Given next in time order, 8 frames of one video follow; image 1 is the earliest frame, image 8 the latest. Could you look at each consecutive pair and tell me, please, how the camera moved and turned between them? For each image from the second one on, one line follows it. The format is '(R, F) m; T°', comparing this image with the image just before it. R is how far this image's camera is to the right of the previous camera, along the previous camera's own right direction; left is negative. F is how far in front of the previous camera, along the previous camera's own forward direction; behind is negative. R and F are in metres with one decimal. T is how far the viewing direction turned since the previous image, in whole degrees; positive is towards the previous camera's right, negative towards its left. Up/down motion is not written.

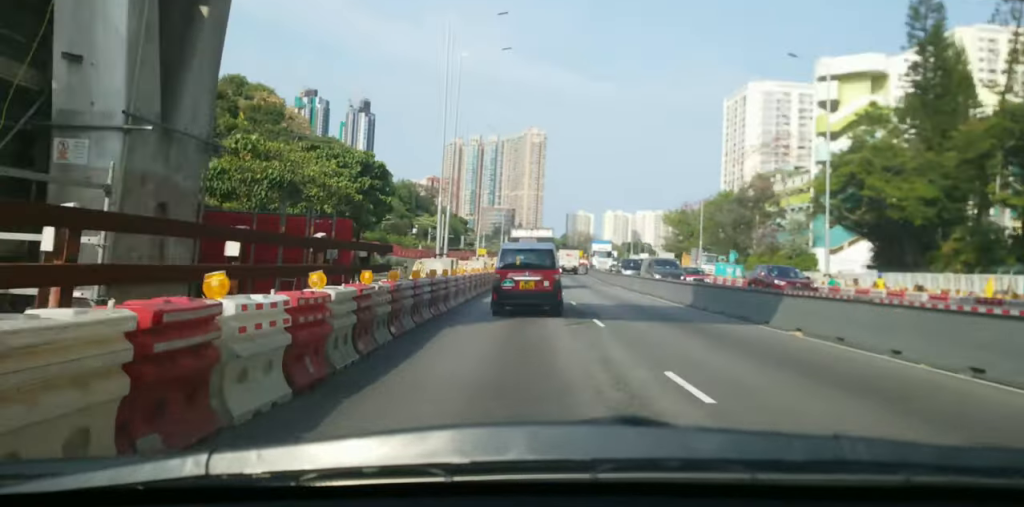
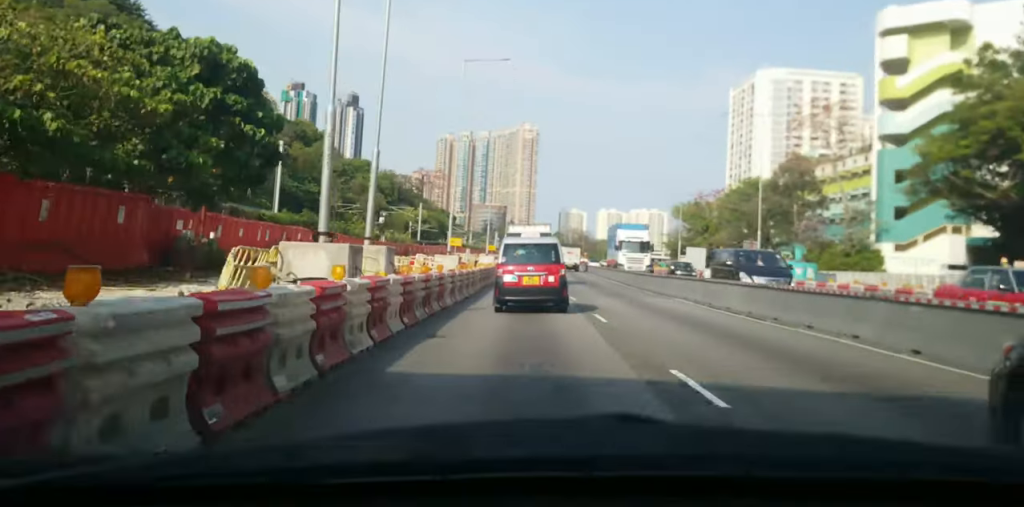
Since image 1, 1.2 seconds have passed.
(-0.2, +18.5) m; -2°
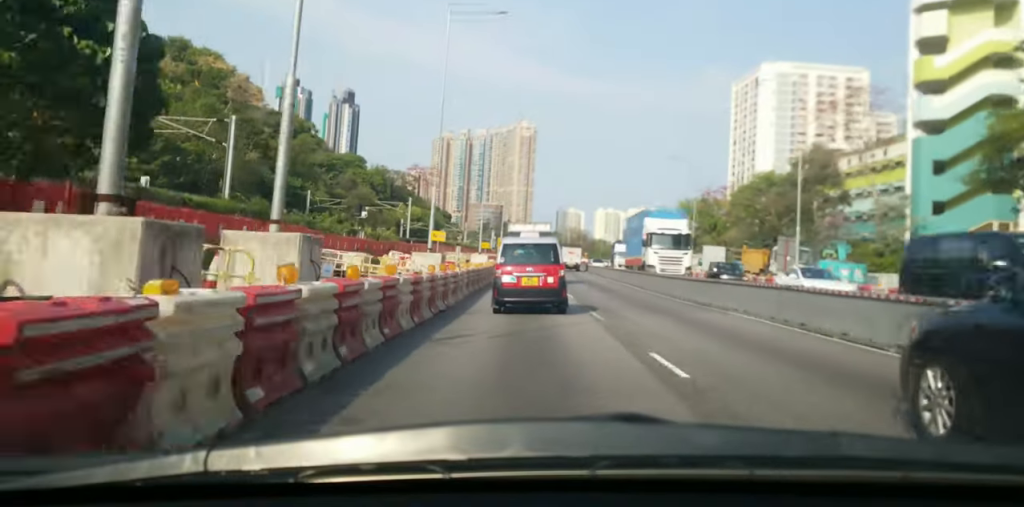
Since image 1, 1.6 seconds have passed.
(-0.1, +7.0) m; -1°
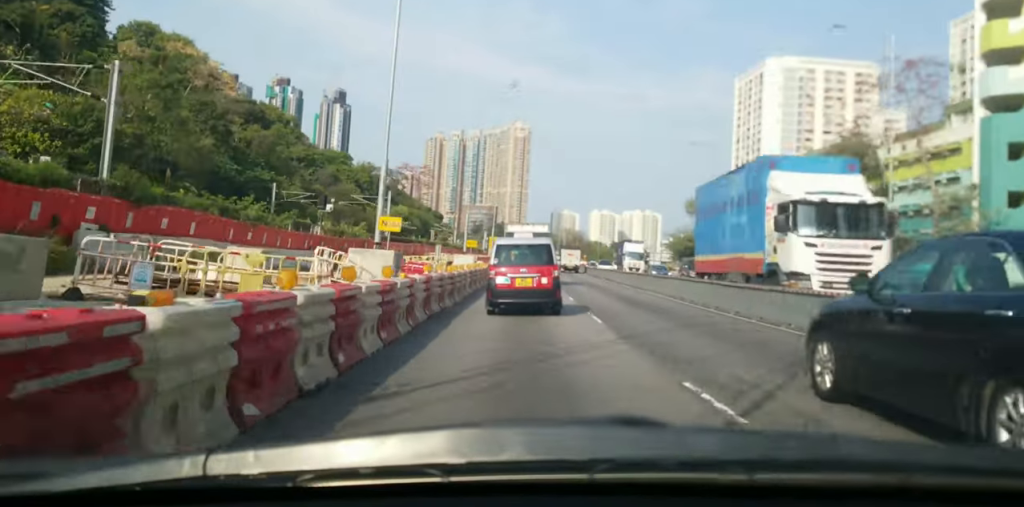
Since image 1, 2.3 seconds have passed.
(0.0, +11.3) m; +2°
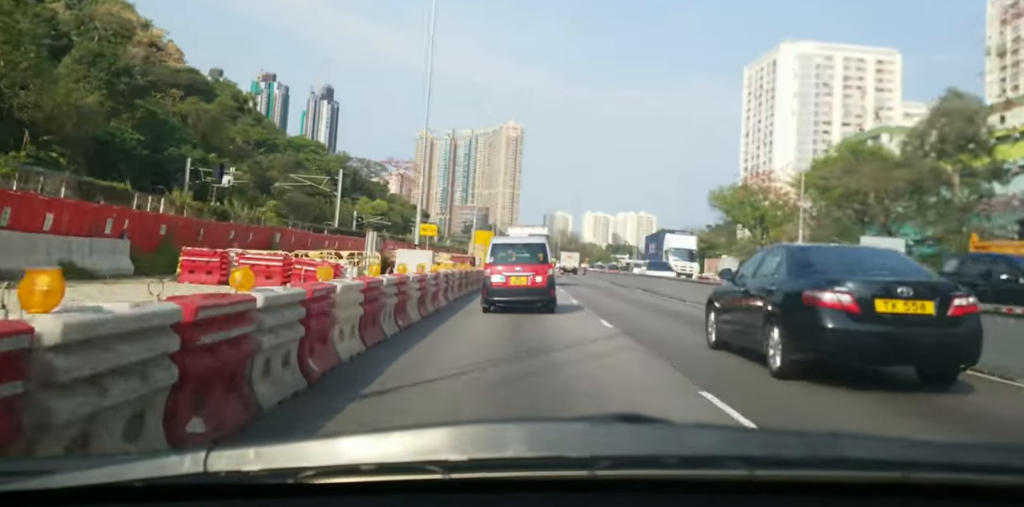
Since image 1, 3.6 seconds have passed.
(+0.8, +20.1) m; +3°
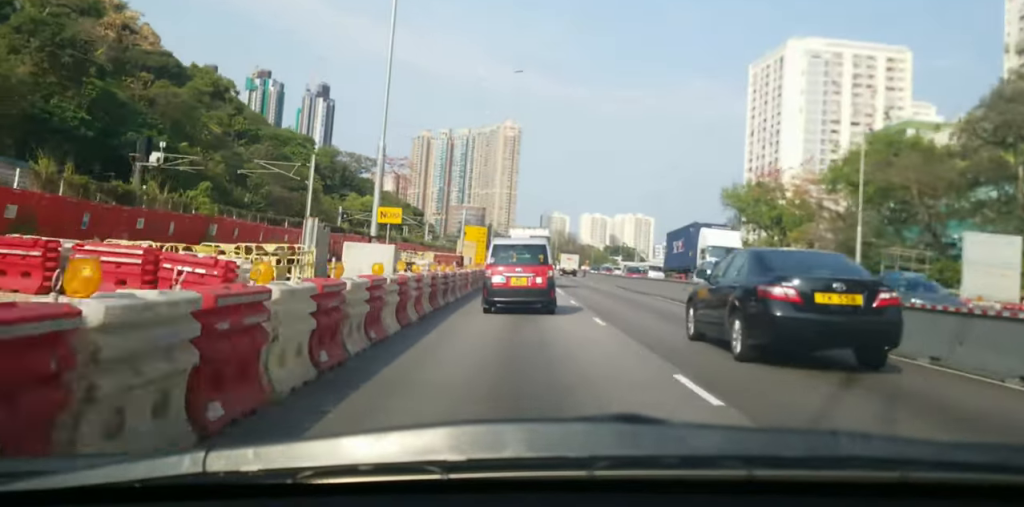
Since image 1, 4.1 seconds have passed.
(0.0, +7.6) m; 0°
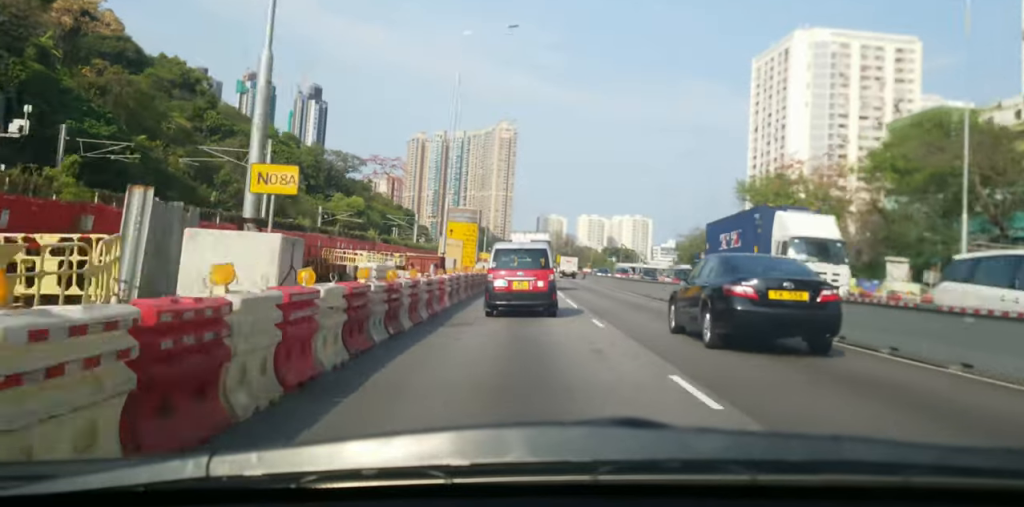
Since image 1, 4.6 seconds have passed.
(0.0, +8.9) m; 0°
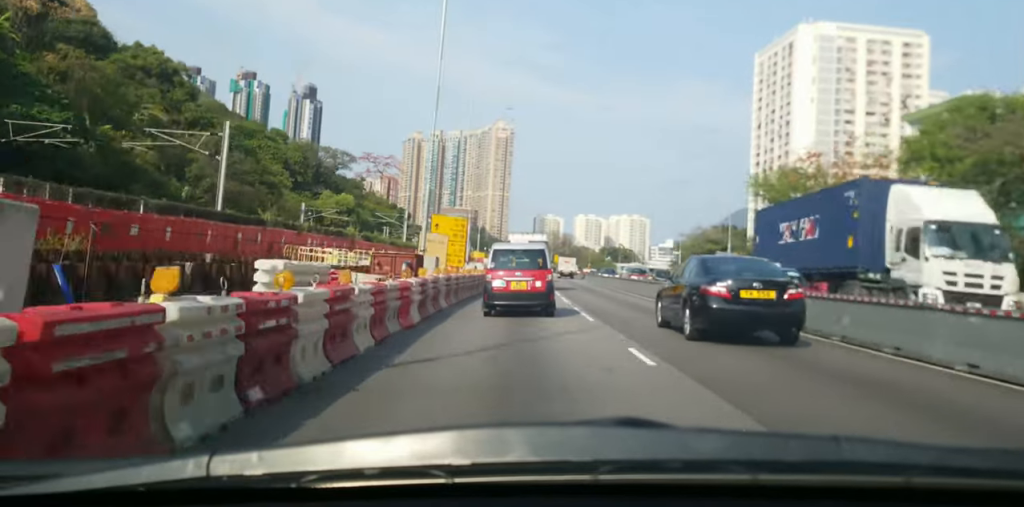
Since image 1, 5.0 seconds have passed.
(0.0, +6.4) m; 0°
